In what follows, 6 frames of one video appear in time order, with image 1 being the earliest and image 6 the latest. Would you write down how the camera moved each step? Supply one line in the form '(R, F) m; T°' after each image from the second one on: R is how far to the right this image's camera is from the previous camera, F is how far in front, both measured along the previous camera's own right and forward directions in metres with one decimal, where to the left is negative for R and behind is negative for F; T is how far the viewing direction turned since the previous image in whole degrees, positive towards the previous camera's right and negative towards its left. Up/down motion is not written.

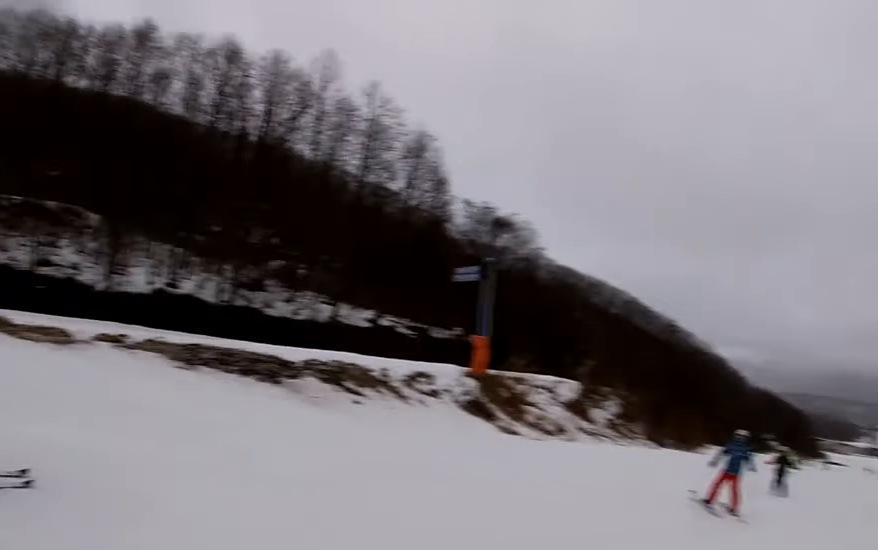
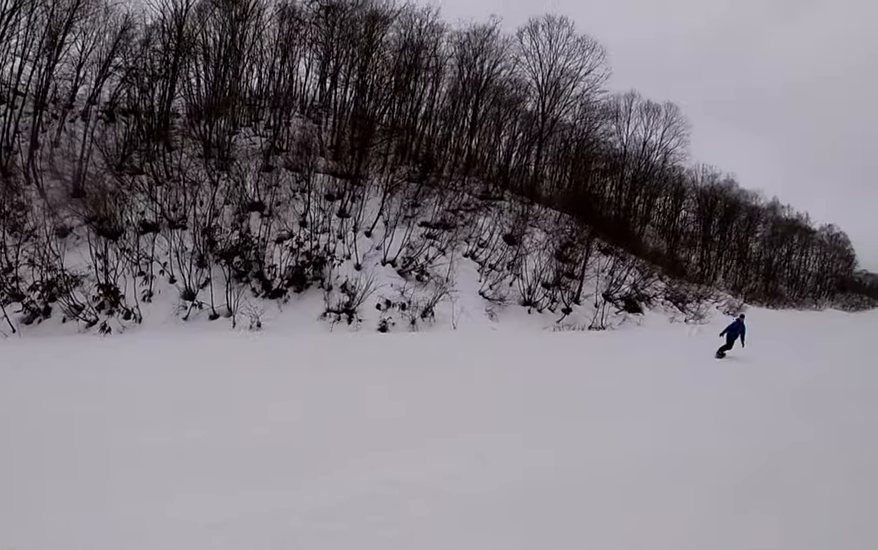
(+0.2, +2.9) m; +6°
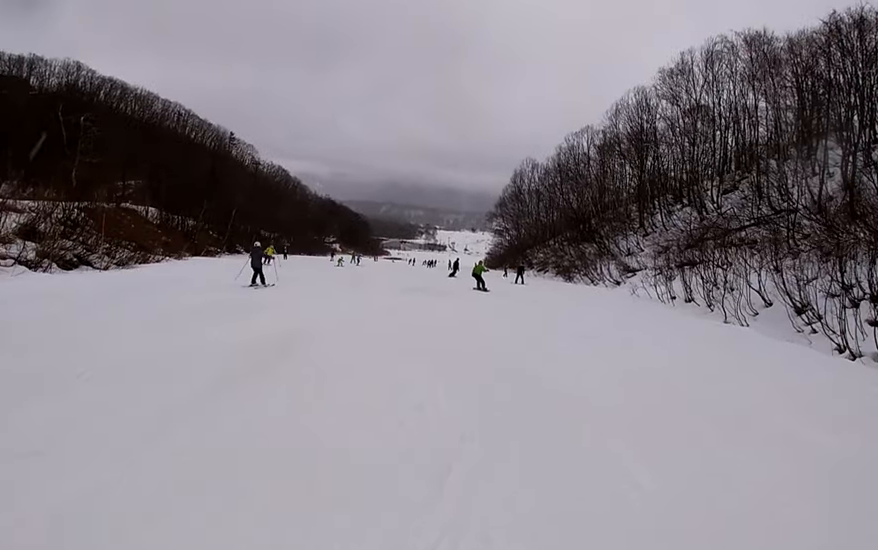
(-2.9, +11.9) m; -26°
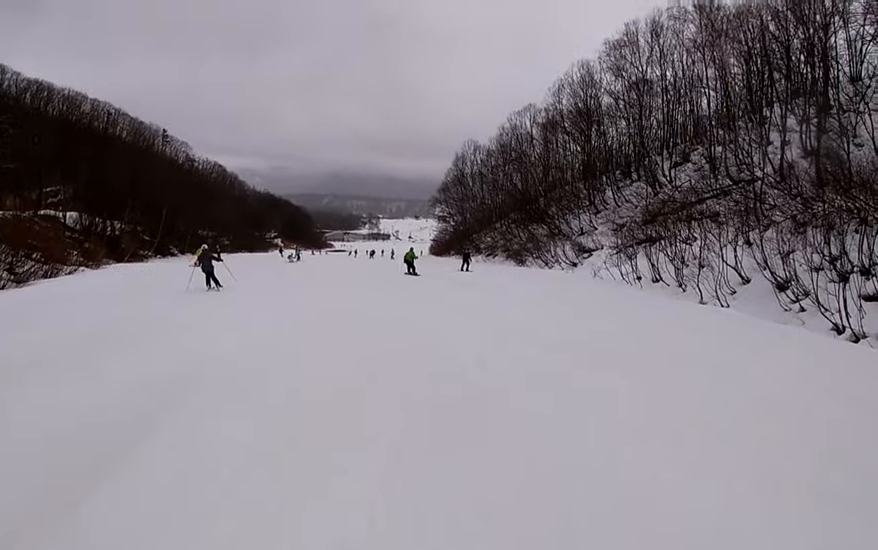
(-0.3, +3.2) m; 0°
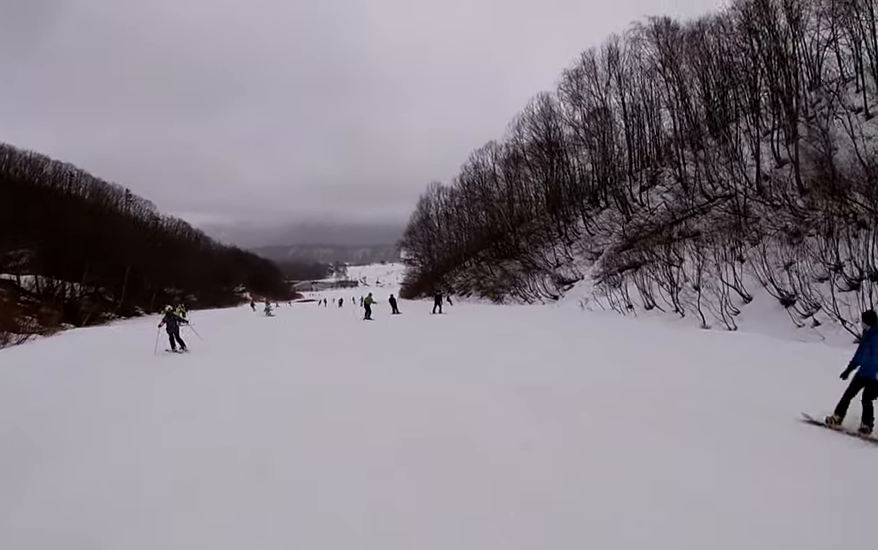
(+0.6, +2.5) m; +1°
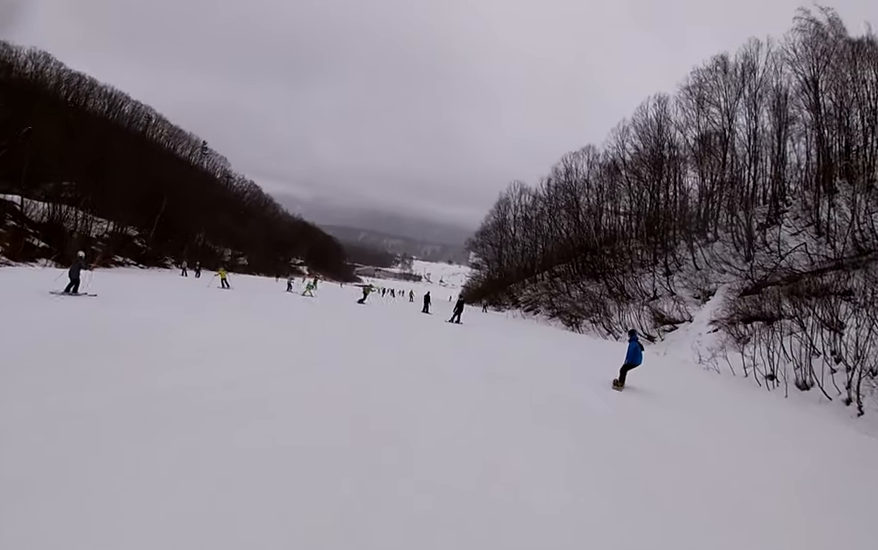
(-0.2, +8.9) m; +3°
